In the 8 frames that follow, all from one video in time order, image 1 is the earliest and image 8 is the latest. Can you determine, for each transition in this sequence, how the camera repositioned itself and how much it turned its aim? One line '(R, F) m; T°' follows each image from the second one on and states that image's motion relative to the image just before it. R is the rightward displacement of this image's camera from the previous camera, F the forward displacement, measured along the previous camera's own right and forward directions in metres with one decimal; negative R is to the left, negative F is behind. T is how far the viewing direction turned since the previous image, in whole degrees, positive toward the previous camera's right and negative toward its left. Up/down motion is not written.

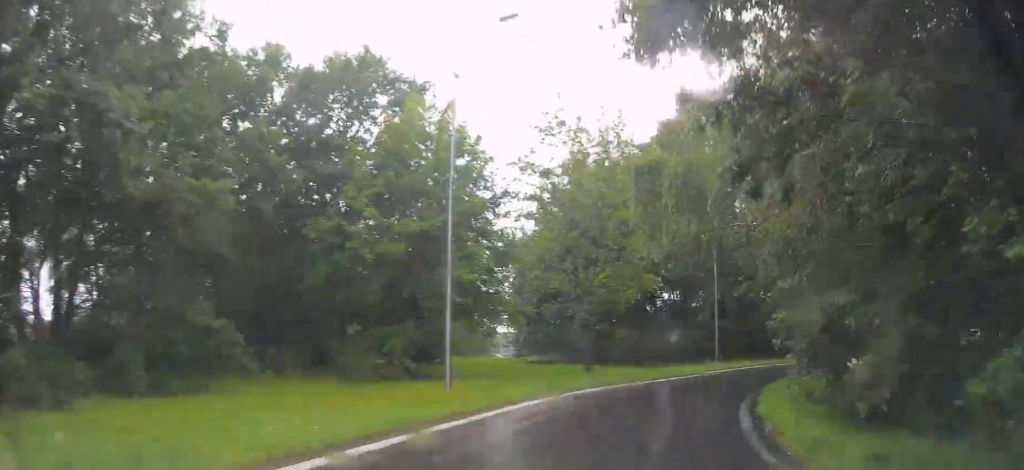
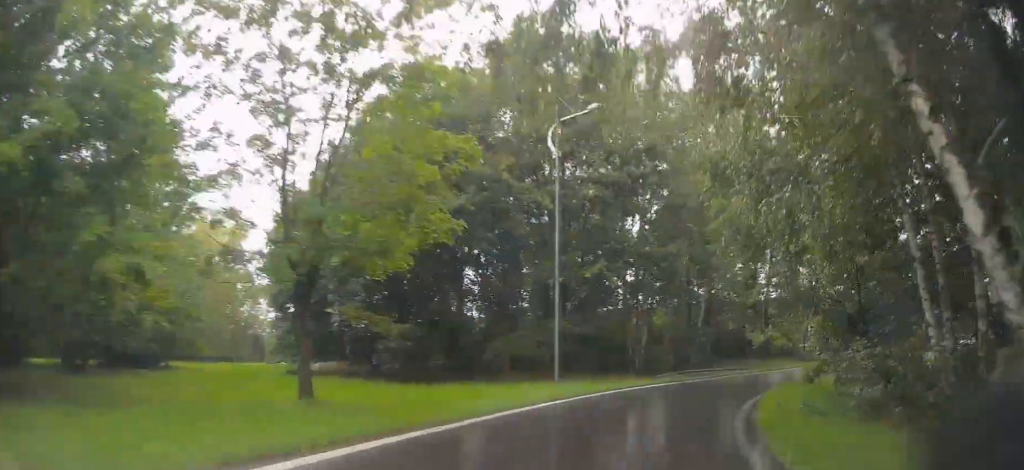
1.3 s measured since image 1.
(+2.5, +15.0) m; +15°
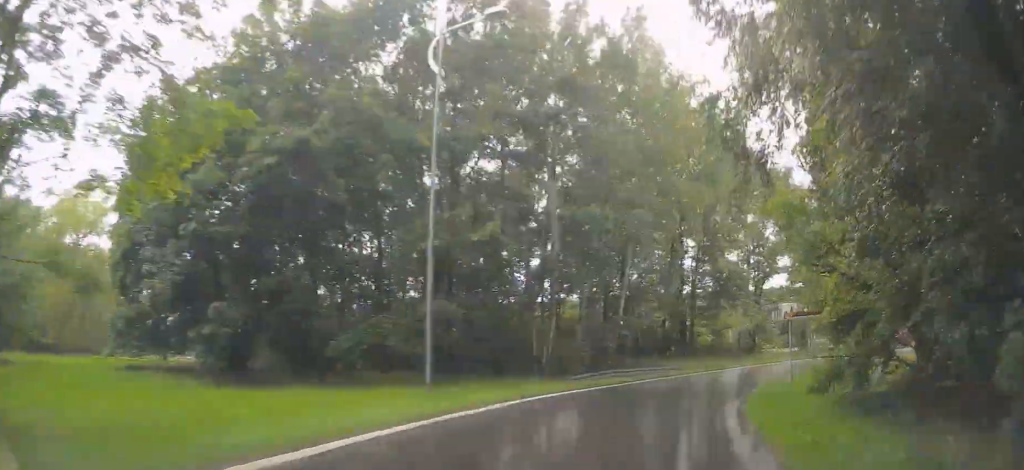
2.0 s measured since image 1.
(+0.2, +7.3) m; +6°
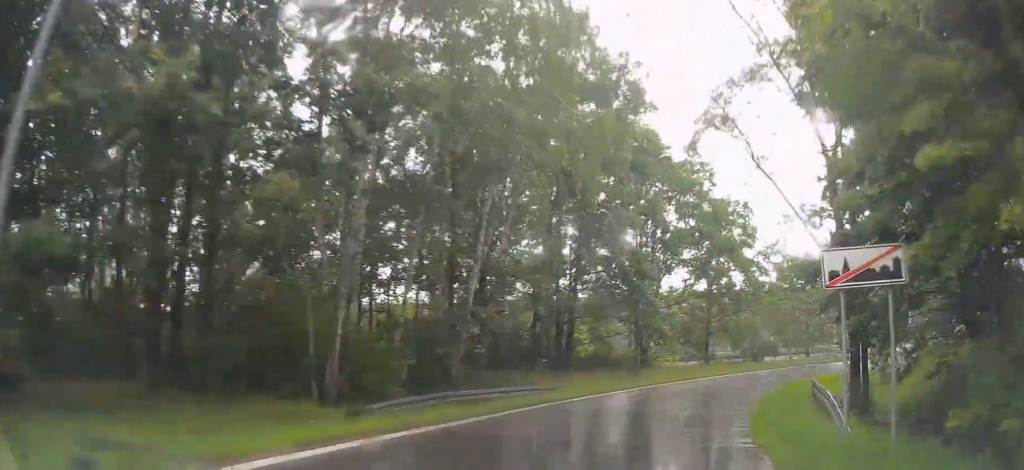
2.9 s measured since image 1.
(+0.8, +11.1) m; +6°
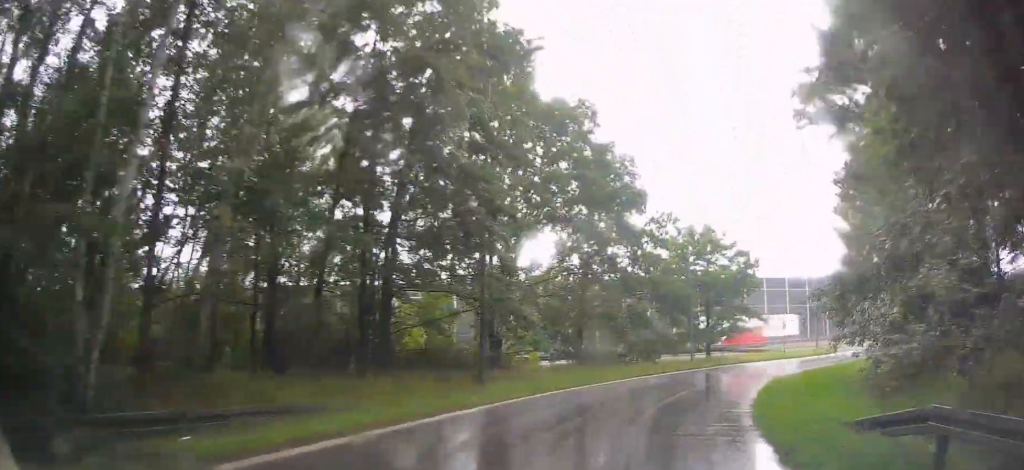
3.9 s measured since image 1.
(+0.4, +11.4) m; +5°
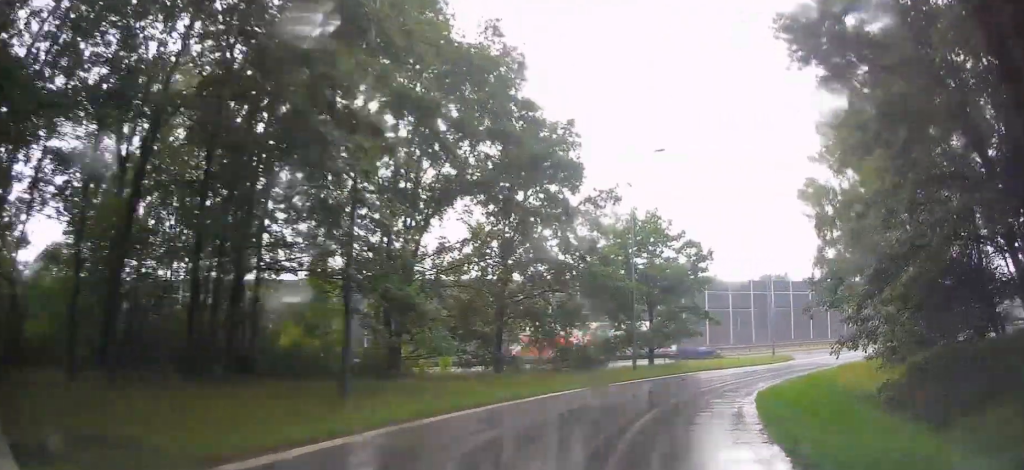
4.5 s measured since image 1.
(+0.3, +6.5) m; +8°
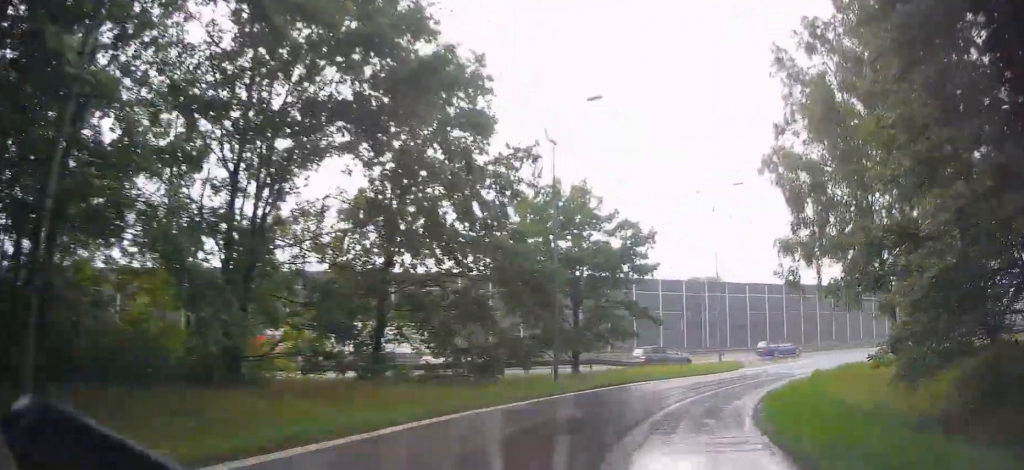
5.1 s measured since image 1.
(+0.3, +7.2) m; +10°
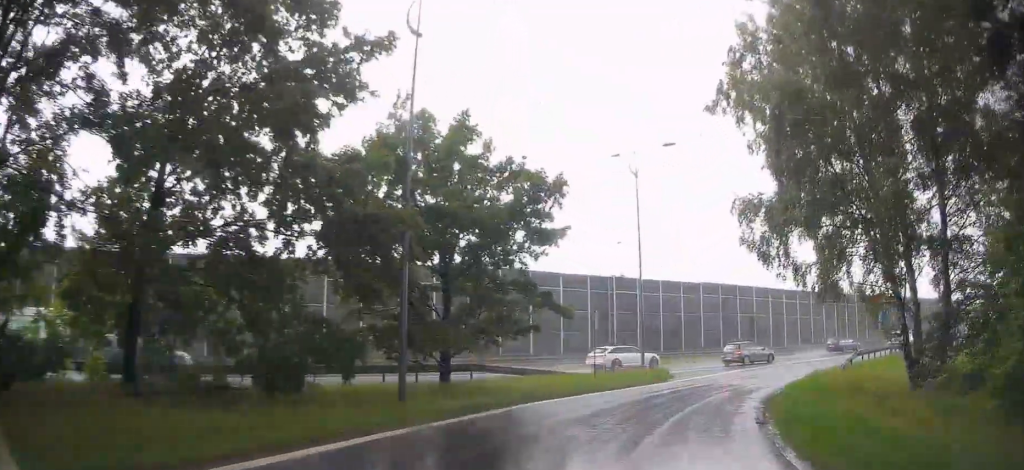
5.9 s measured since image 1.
(+1.0, +9.3) m; +16°
